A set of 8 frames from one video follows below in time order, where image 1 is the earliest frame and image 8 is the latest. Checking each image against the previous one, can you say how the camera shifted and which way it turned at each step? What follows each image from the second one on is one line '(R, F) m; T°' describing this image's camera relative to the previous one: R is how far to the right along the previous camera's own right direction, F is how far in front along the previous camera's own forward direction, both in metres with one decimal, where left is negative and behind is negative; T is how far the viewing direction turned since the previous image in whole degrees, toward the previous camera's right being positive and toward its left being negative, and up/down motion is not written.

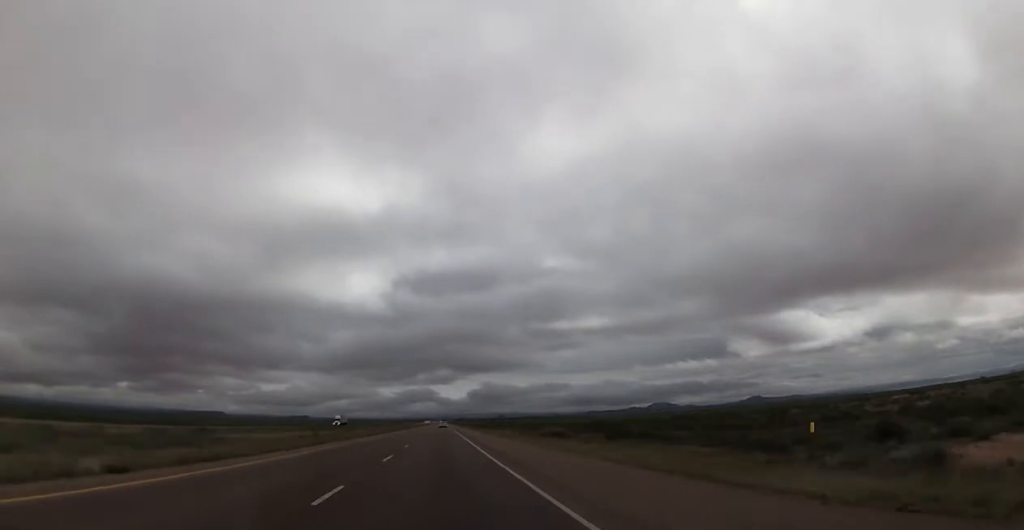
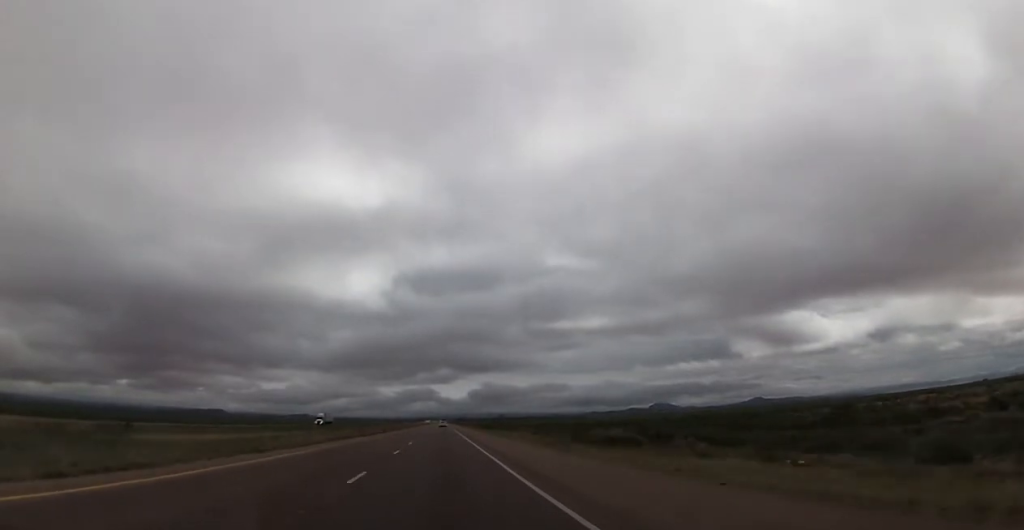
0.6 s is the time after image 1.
(0.0, +20.9) m; 0°
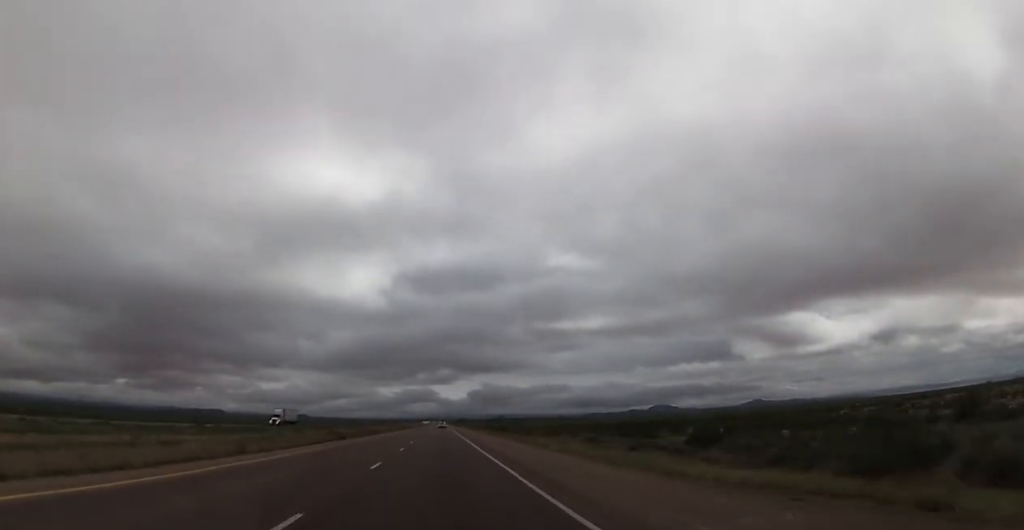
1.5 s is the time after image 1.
(0.0, +32.5) m; 0°
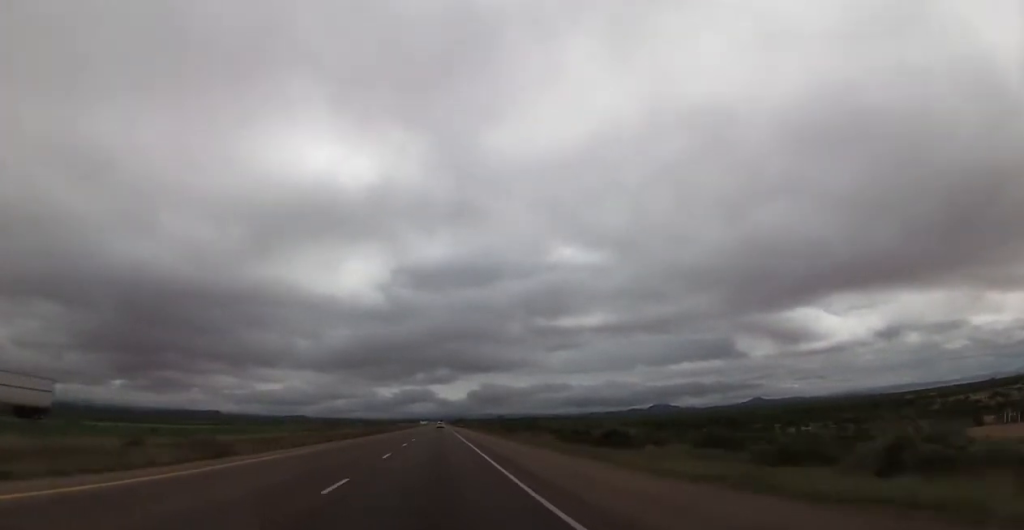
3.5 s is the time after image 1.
(0.0, +67.0) m; 0°
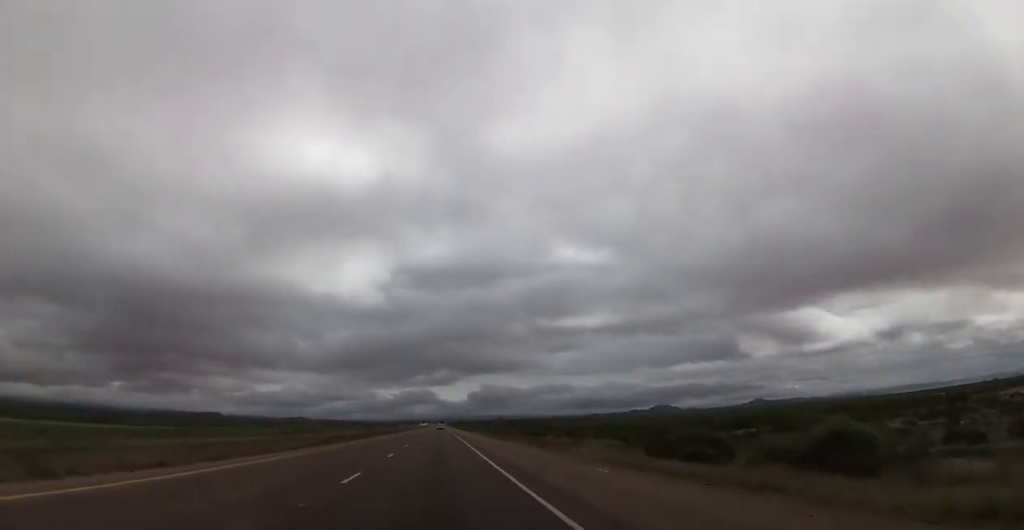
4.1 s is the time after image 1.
(0.0, +21.9) m; 0°
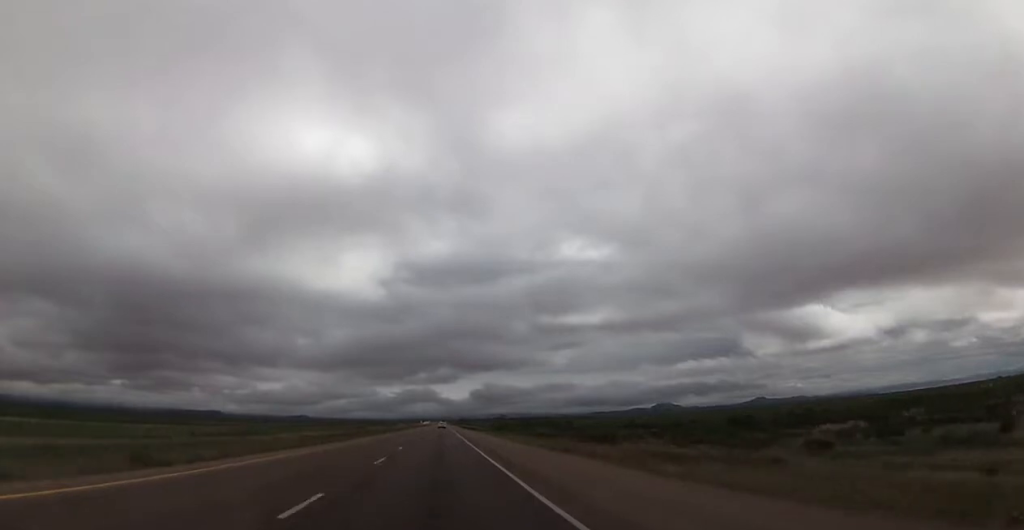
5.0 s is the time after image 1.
(0.0, +30.0) m; 0°
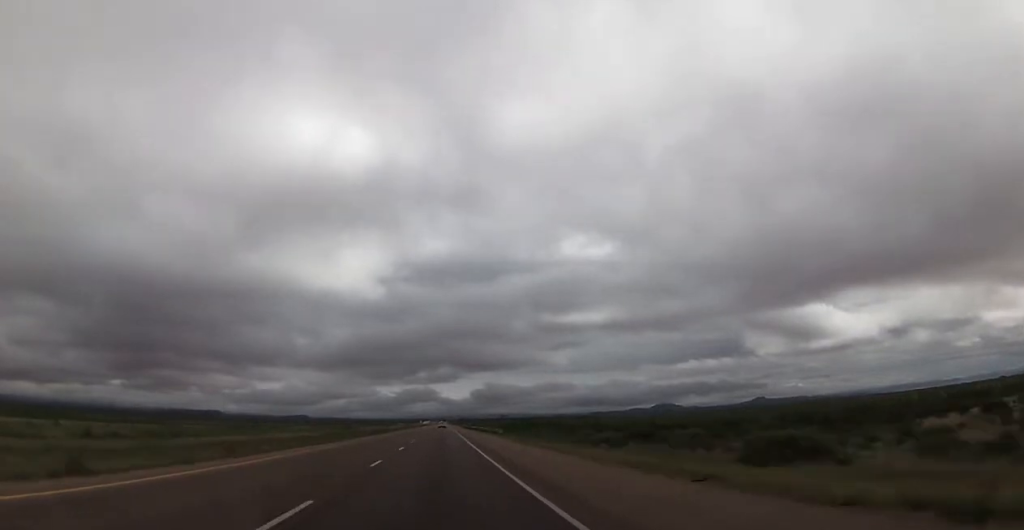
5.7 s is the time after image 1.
(0.0, +25.4) m; 0°
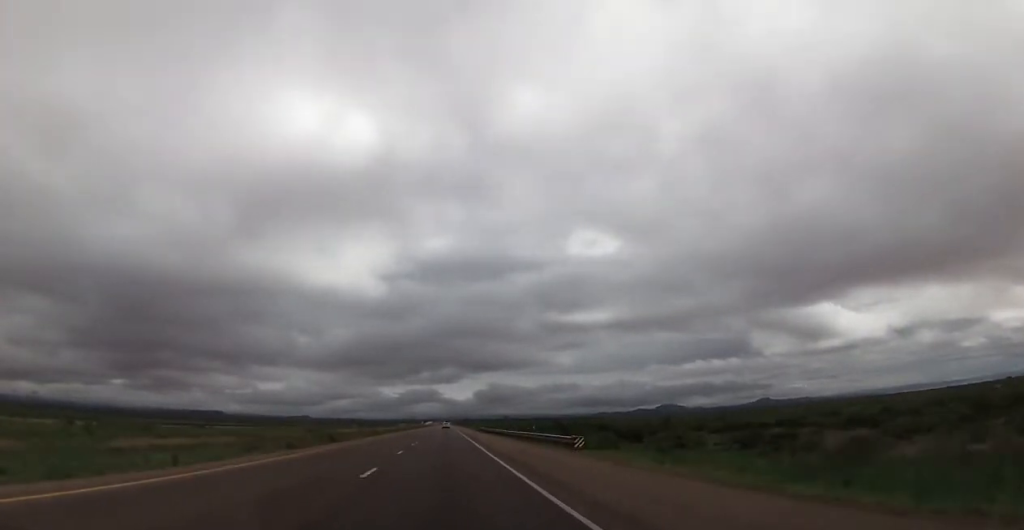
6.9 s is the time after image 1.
(0.0, +40.5) m; 0°
